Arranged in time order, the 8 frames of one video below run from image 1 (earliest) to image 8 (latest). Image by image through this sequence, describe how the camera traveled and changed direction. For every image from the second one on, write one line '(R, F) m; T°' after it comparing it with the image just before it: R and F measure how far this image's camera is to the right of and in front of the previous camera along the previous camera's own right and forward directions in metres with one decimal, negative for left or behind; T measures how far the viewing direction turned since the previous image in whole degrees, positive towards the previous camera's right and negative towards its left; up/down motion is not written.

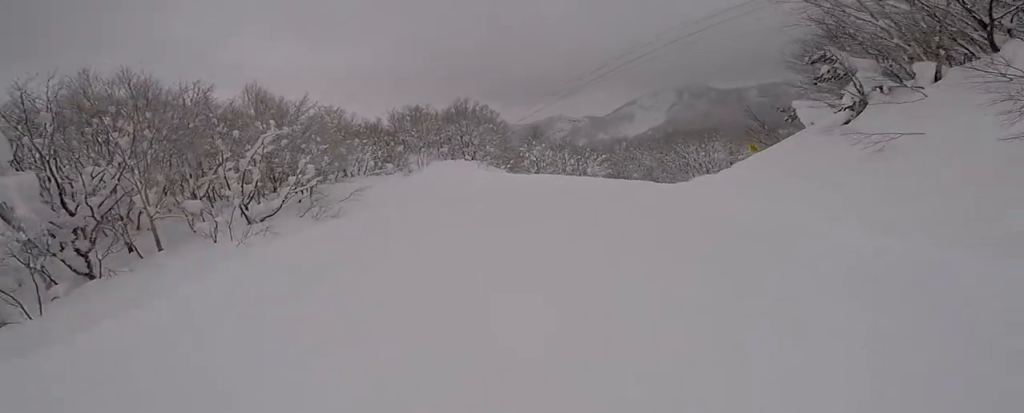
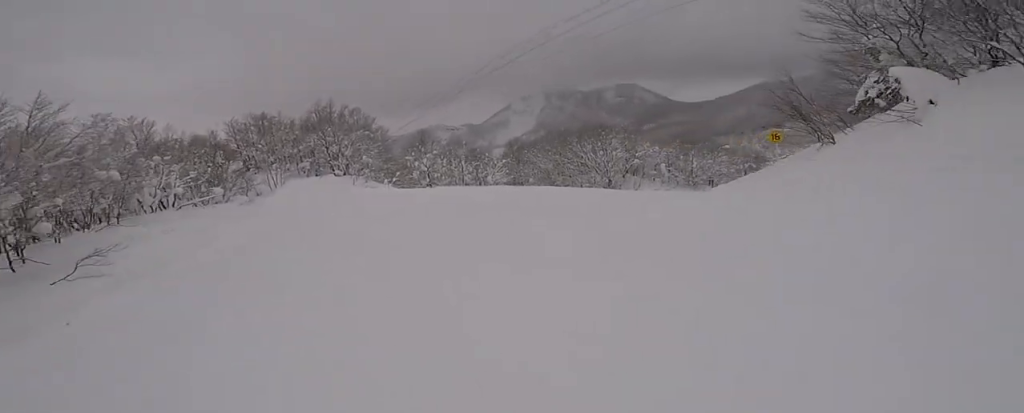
(+0.8, +10.1) m; +11°
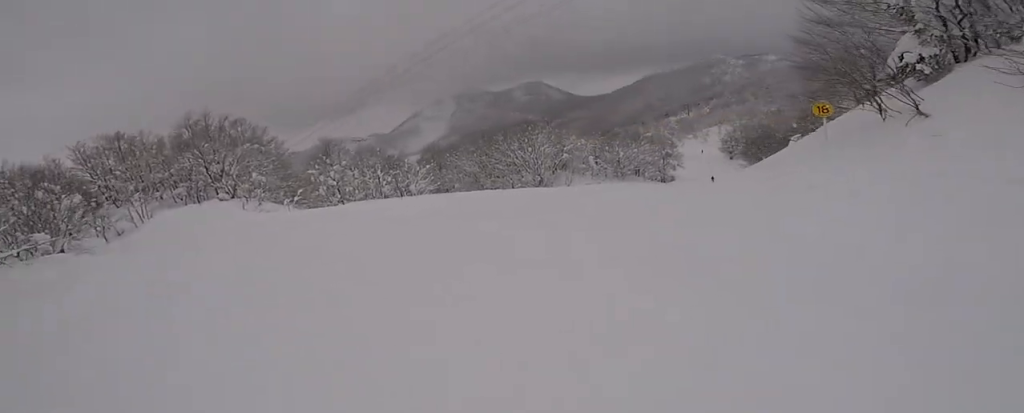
(+0.5, +6.4) m; +8°
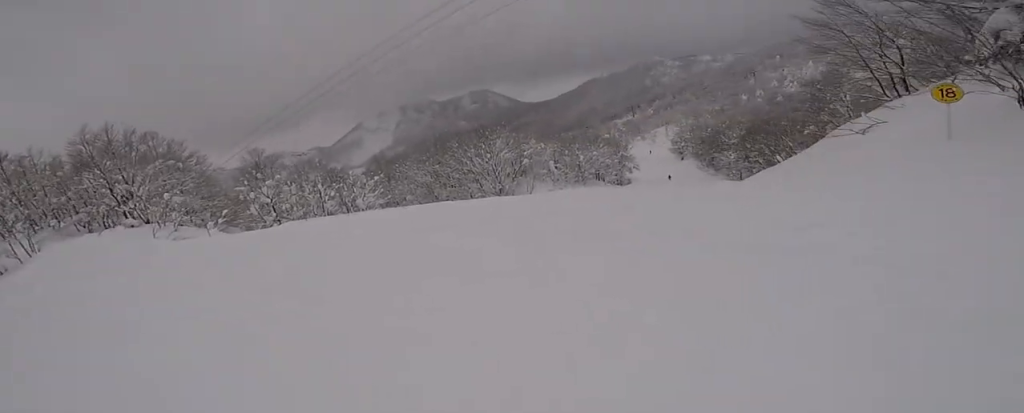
(+0.3, +5.1) m; +8°
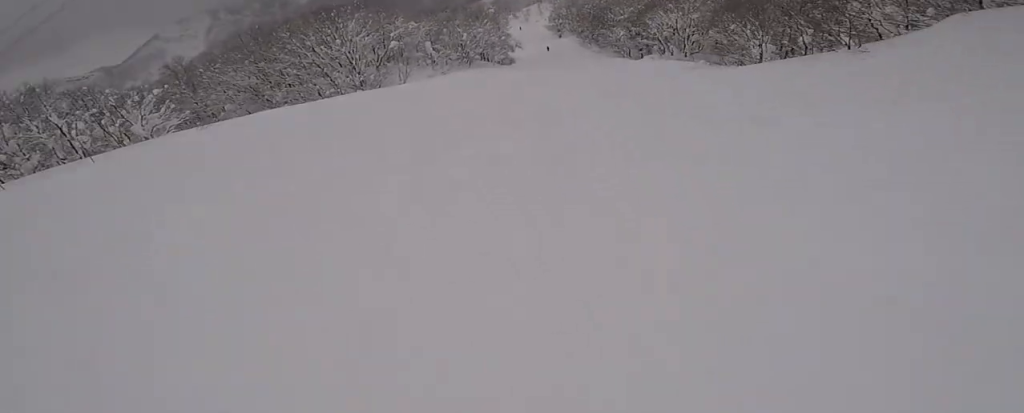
(+1.8, +10.6) m; +24°
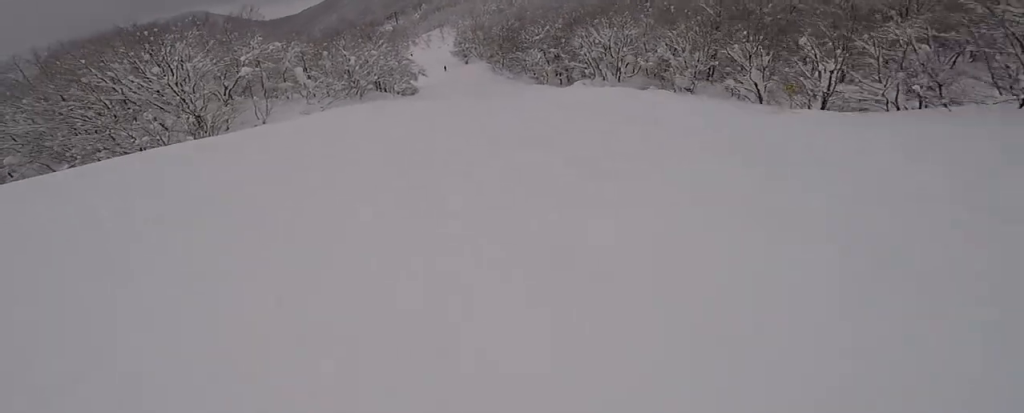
(+2.9, +13.7) m; +15°
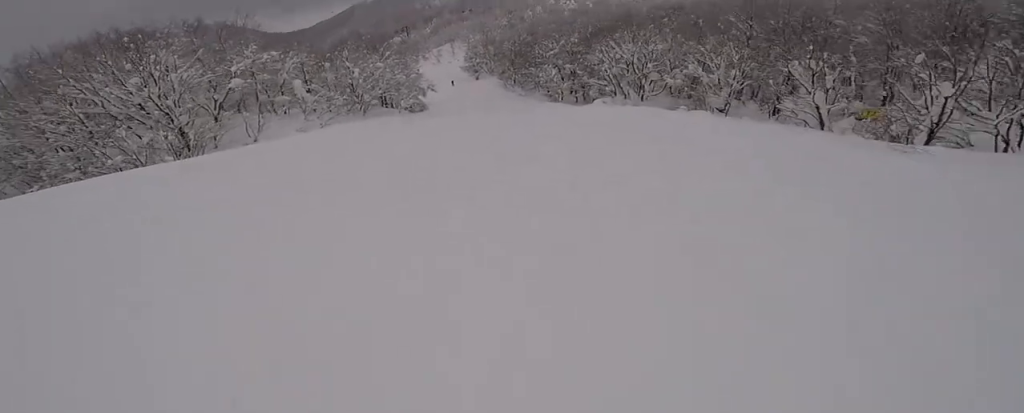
(0.0, +4.2) m; 0°
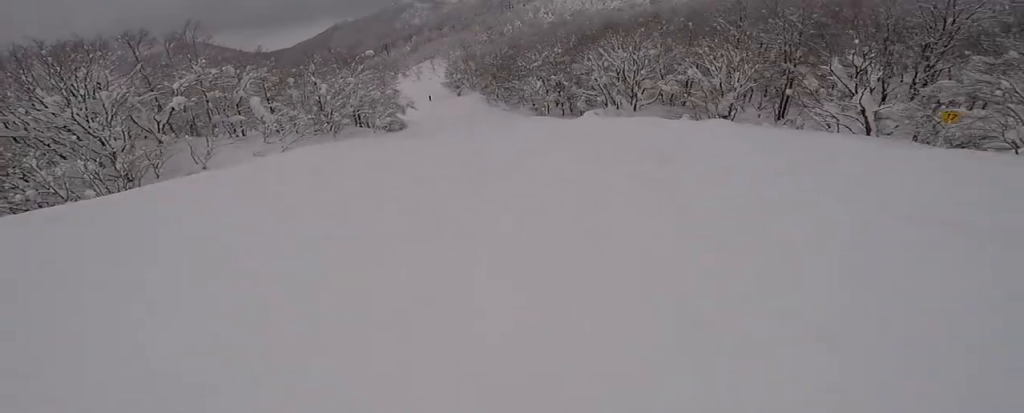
(0.0, +5.0) m; 0°
